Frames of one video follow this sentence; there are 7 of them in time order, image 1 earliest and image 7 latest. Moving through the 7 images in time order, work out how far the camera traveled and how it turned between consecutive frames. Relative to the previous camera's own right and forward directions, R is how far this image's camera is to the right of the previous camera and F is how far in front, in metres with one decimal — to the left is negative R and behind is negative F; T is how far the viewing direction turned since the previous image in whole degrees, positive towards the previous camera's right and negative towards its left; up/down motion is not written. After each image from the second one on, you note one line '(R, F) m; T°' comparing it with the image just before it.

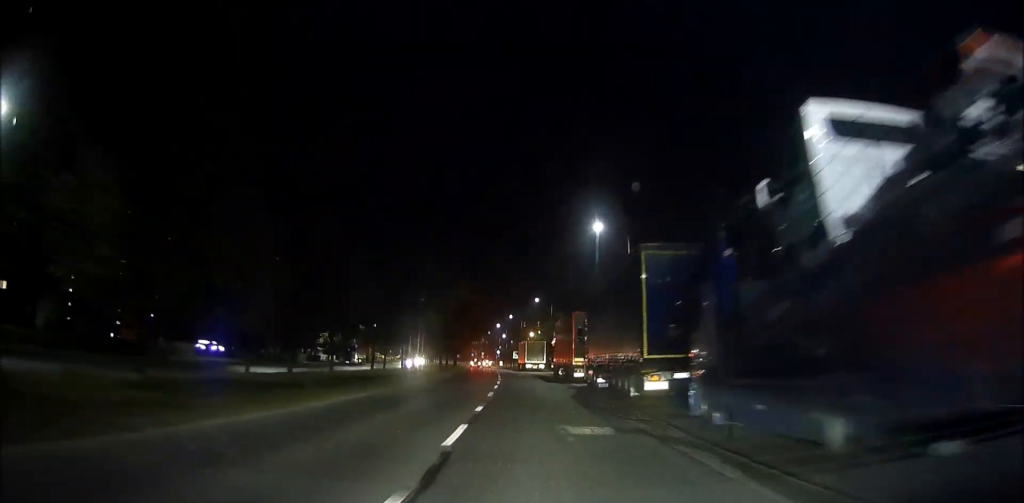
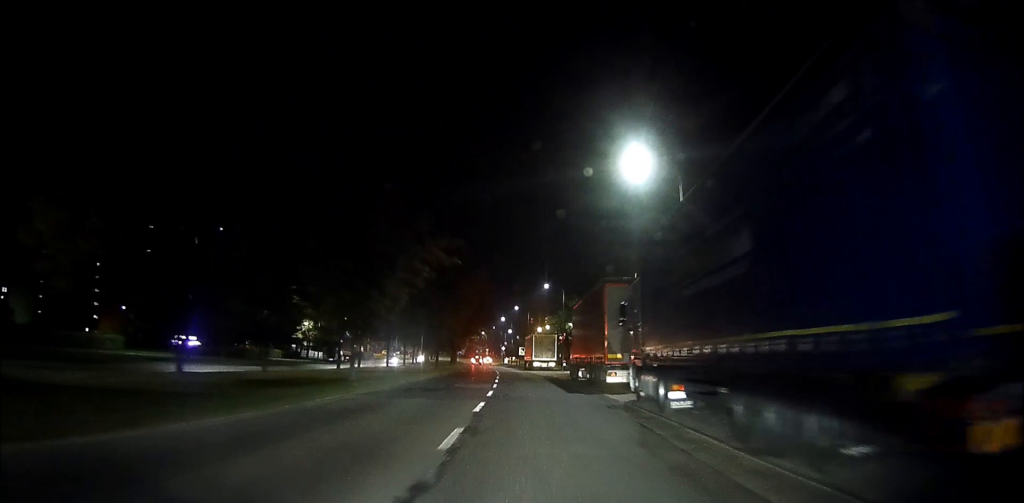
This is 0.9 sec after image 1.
(0.0, +17.4) m; +1°
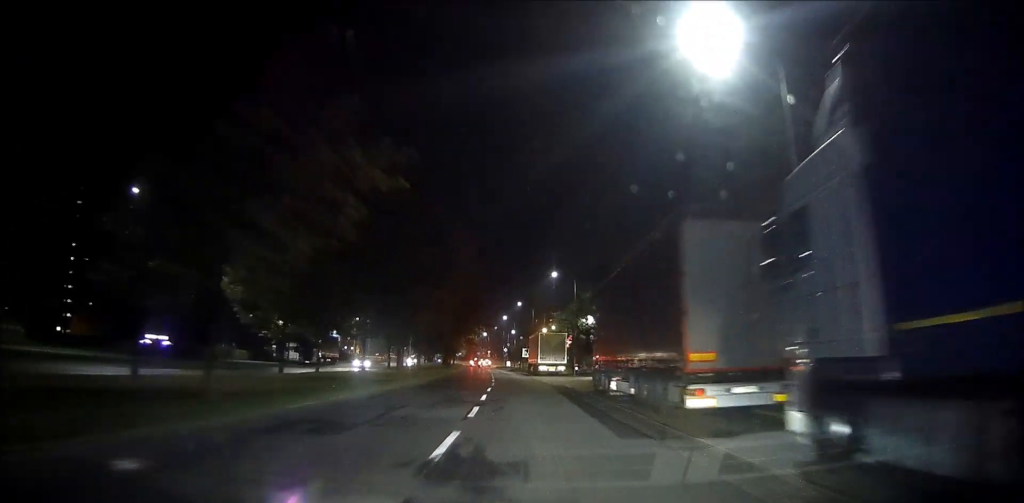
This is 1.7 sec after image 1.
(+0.2, +15.5) m; +2°
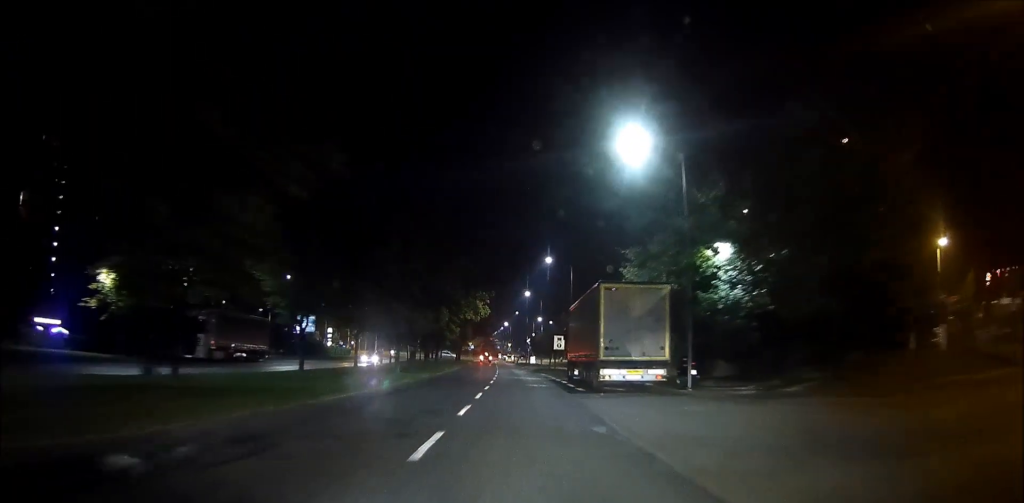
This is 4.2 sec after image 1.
(+1.7, +39.9) m; +3°
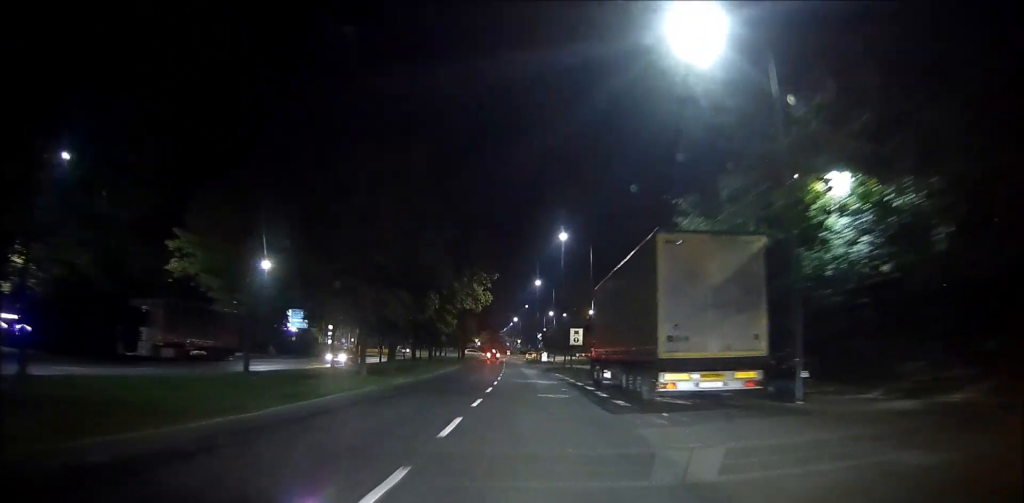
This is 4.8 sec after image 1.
(0.0, +9.5) m; 0°
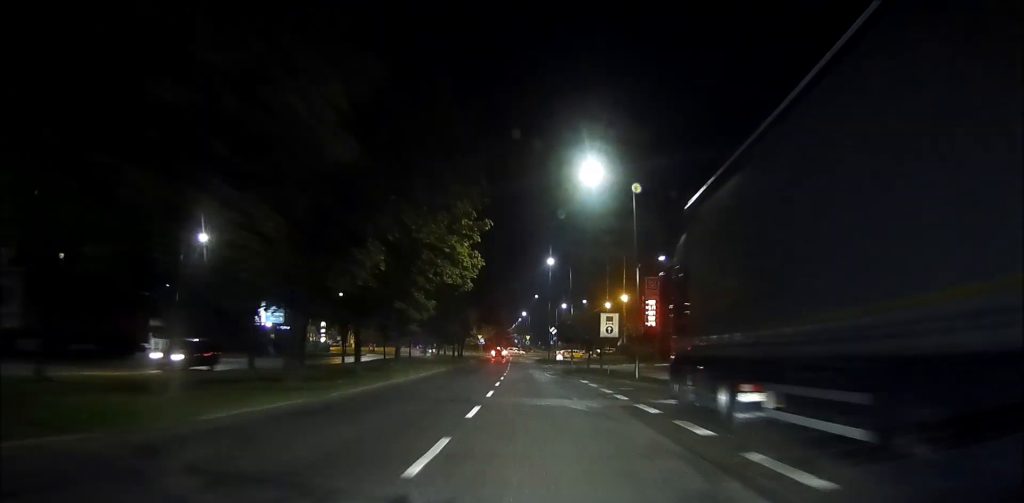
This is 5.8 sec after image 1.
(0.0, +15.0) m; 0°
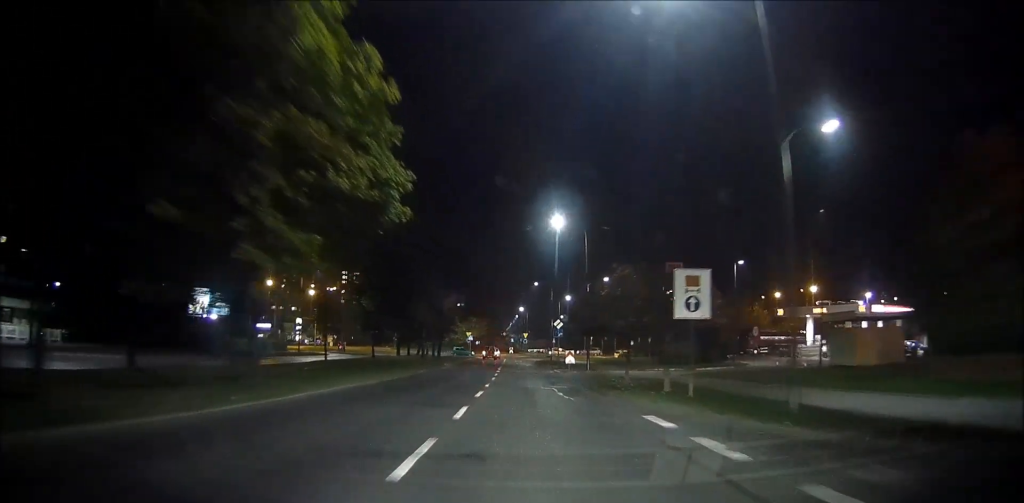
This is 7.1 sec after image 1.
(-0.2, +17.5) m; -1°
